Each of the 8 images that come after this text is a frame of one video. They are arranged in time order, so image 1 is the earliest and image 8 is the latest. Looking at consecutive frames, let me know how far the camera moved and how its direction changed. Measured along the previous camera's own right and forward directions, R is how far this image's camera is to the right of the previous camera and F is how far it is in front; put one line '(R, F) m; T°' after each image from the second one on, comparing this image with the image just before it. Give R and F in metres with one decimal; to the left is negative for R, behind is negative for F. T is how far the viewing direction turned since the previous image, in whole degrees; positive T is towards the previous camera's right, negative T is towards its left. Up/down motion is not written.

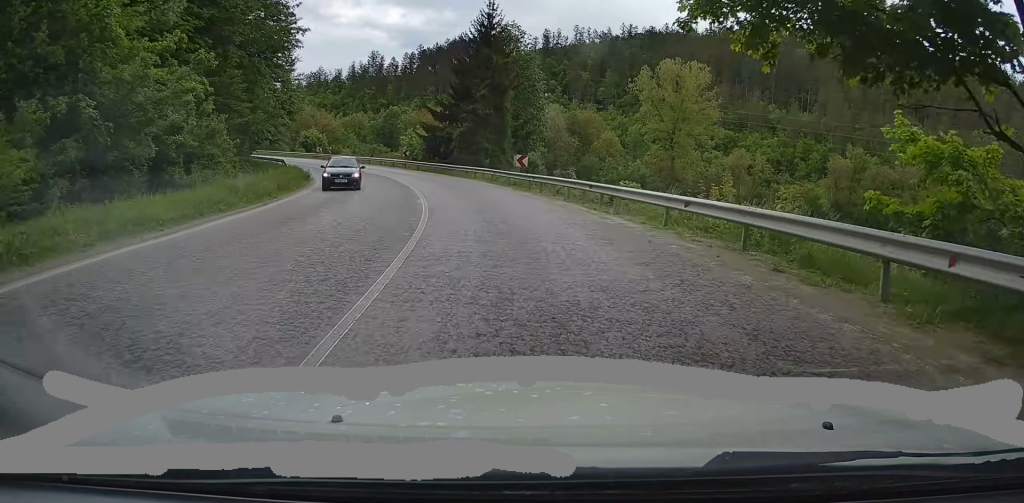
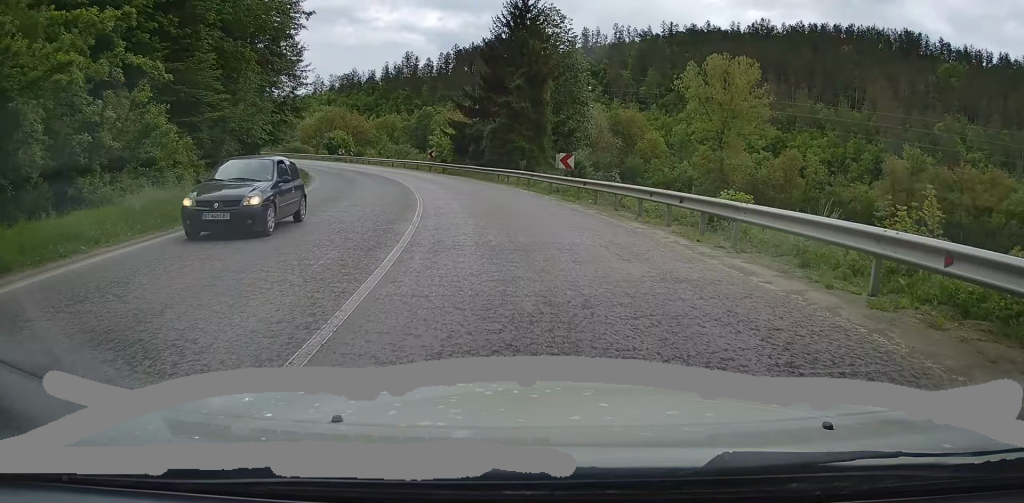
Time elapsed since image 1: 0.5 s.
(-0.4, +7.6) m; -3°
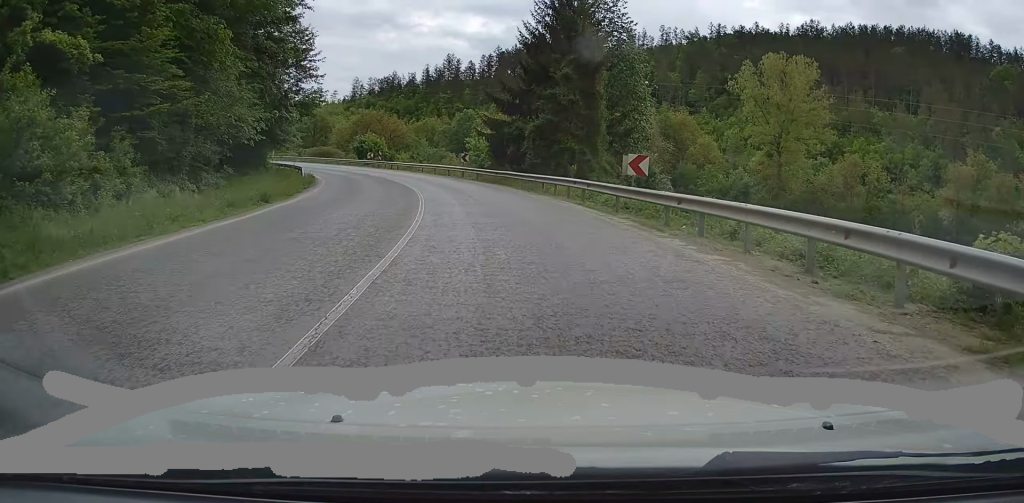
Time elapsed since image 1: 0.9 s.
(-0.1, +7.7) m; -3°
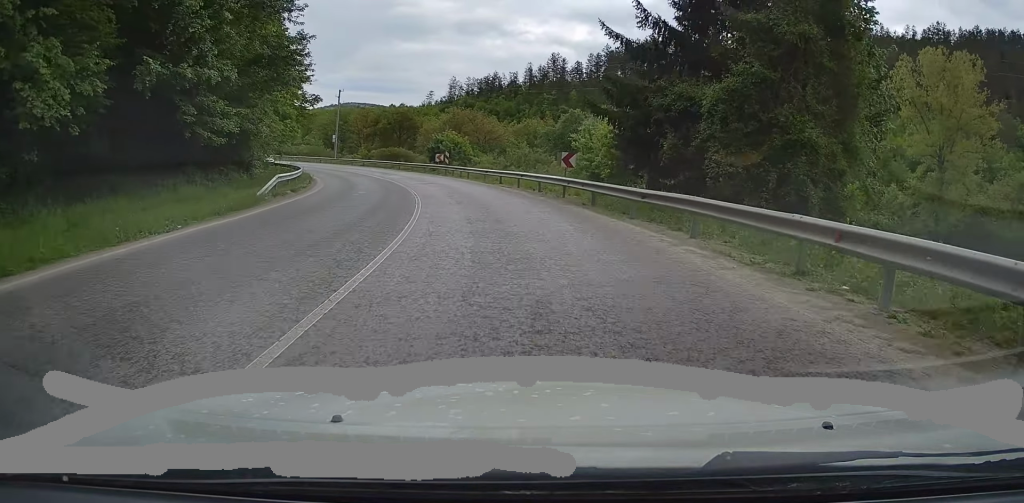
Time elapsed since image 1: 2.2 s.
(-1.5, +21.1) m; -9°
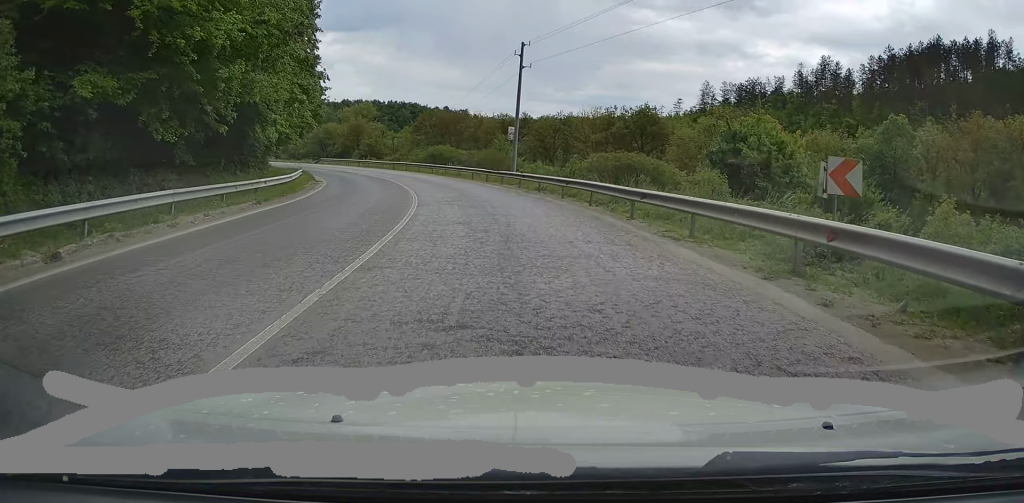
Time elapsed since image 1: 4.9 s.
(-8.5, +45.7) m; -21°
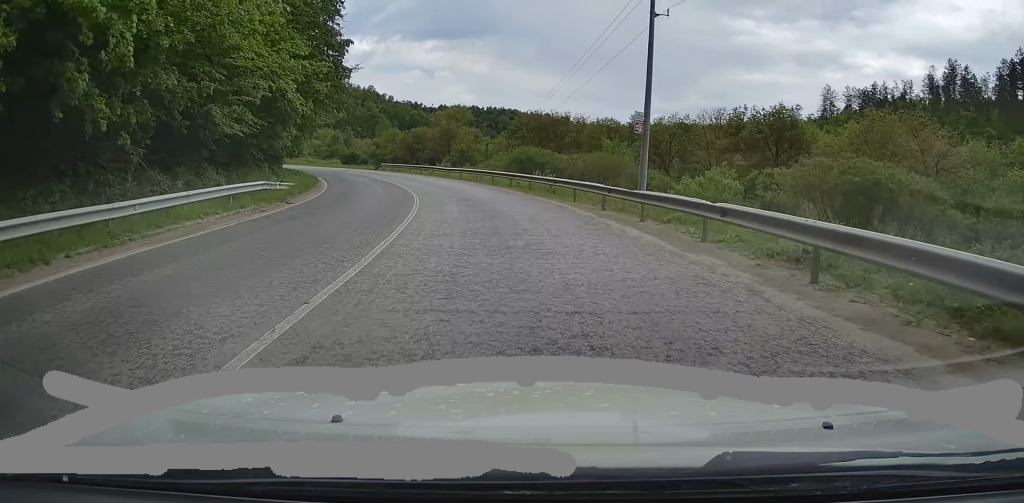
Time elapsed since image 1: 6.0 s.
(-1.4, +20.0) m; -9°
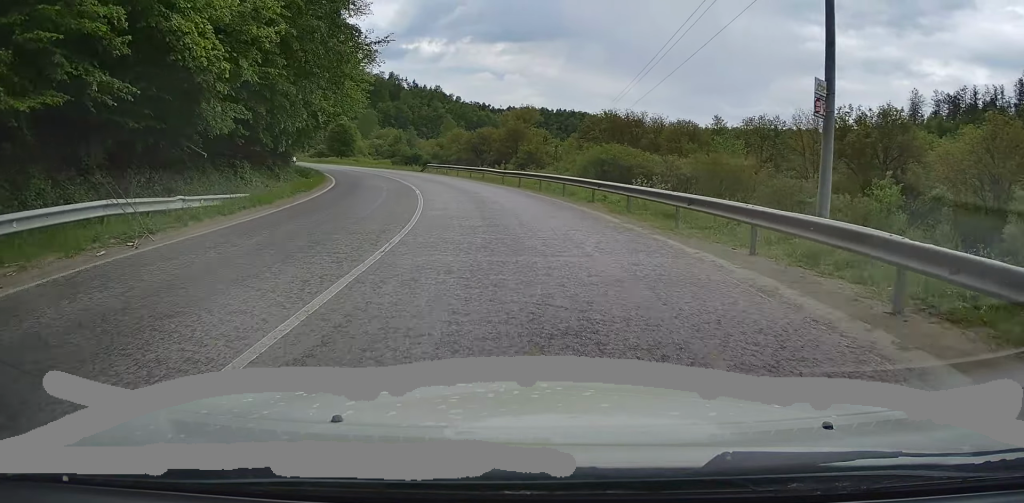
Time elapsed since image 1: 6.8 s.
(-0.9, +13.0) m; -7°
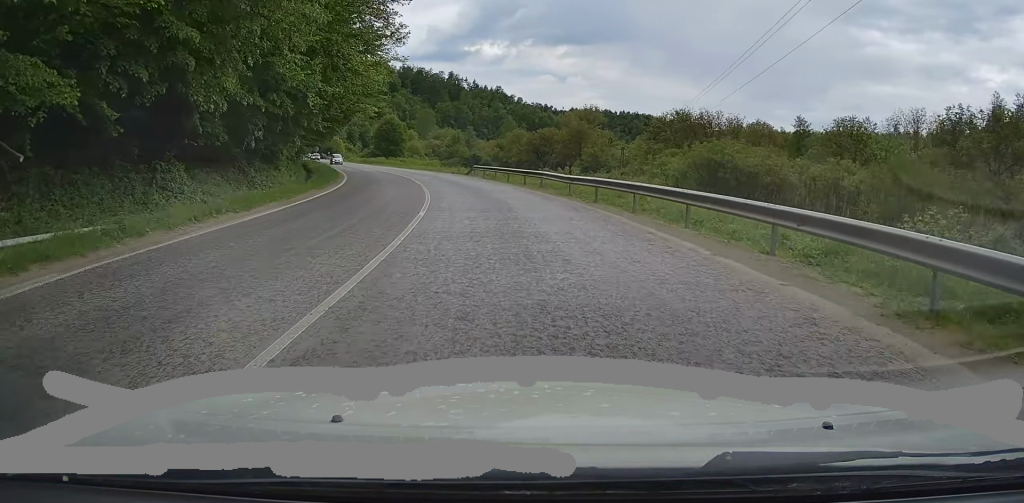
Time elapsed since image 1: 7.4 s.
(-0.7, +11.7) m; -6°
